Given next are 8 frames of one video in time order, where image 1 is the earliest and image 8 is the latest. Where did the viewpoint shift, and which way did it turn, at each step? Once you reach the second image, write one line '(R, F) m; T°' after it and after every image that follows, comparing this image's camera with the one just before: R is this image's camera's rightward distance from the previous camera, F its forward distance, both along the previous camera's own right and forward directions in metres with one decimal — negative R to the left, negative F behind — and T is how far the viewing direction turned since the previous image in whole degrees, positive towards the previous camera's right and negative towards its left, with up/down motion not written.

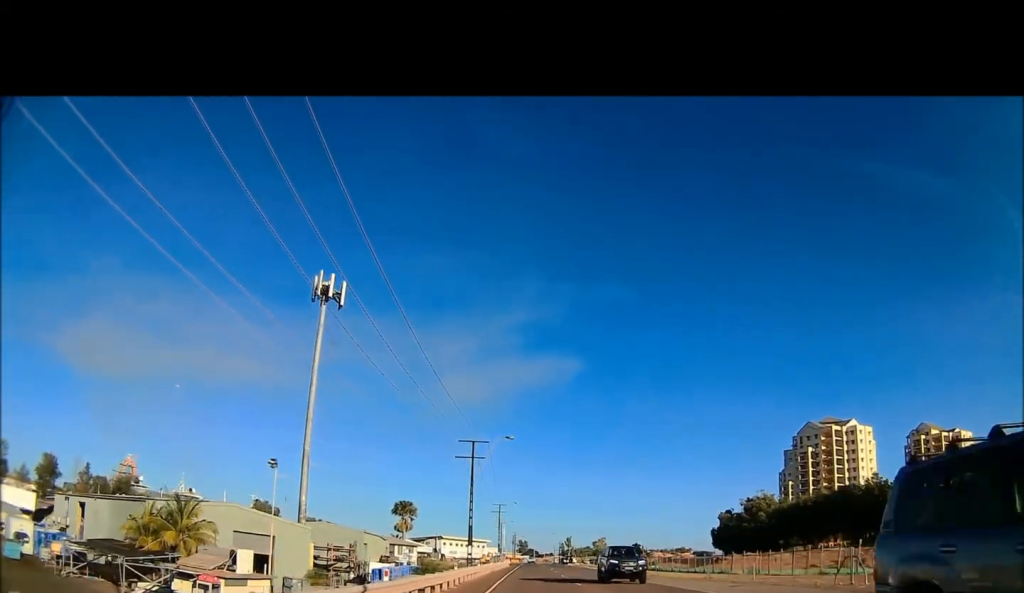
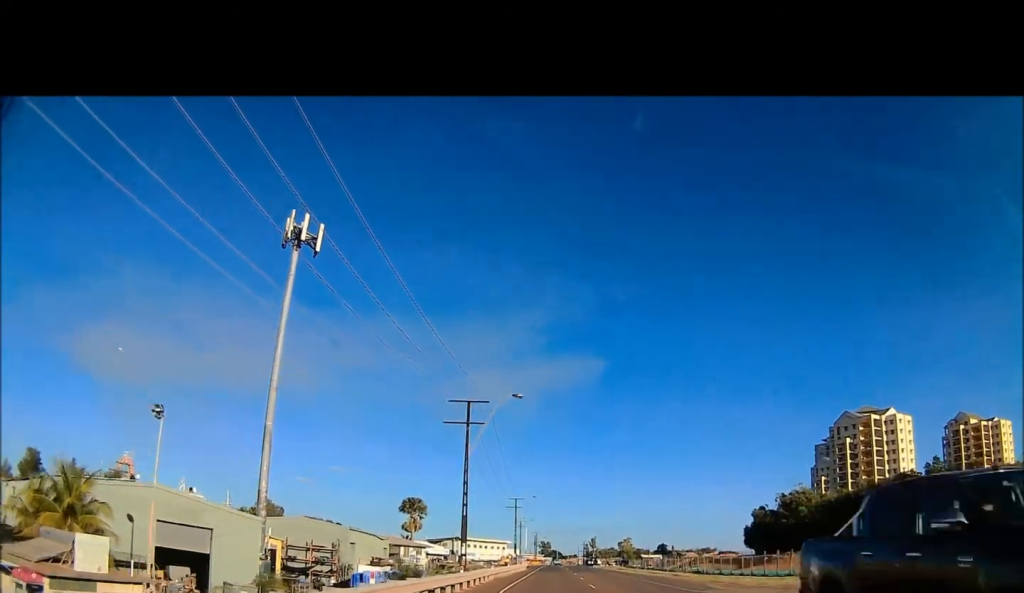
(-0.1, +11.8) m; -1°
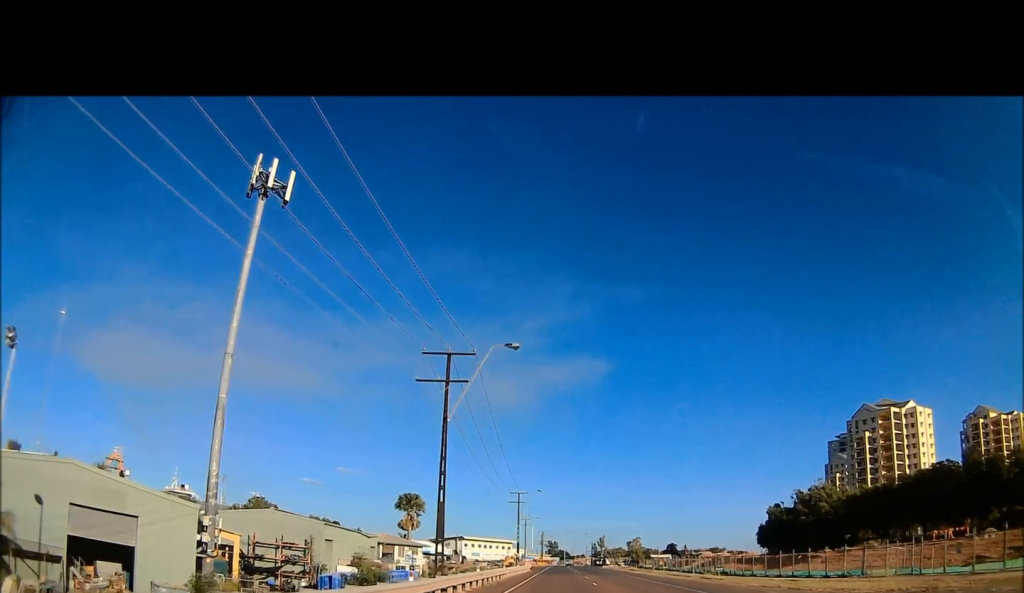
(0.0, +7.8) m; -1°
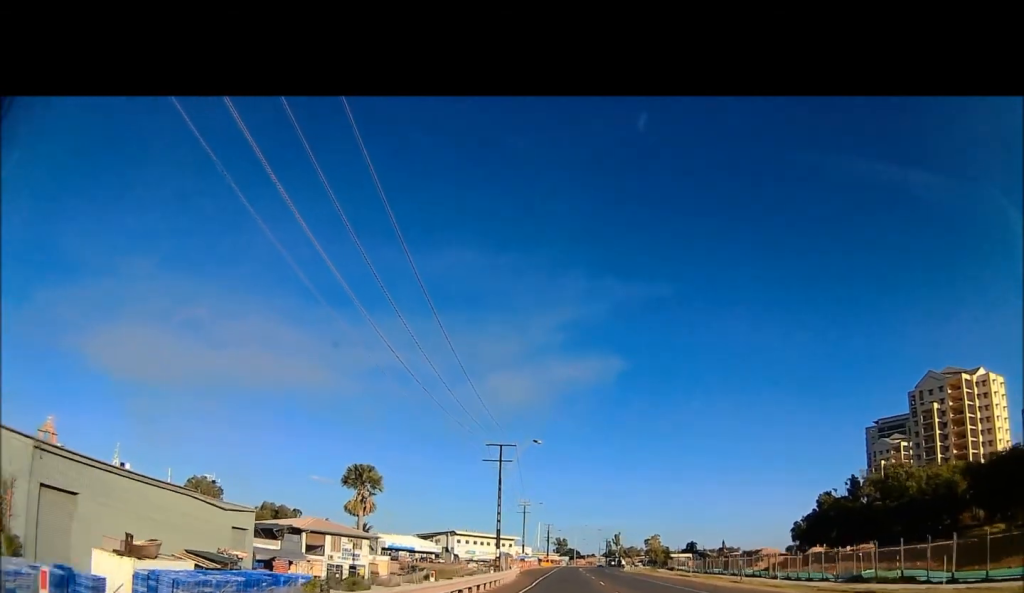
(-0.6, +34.3) m; 0°
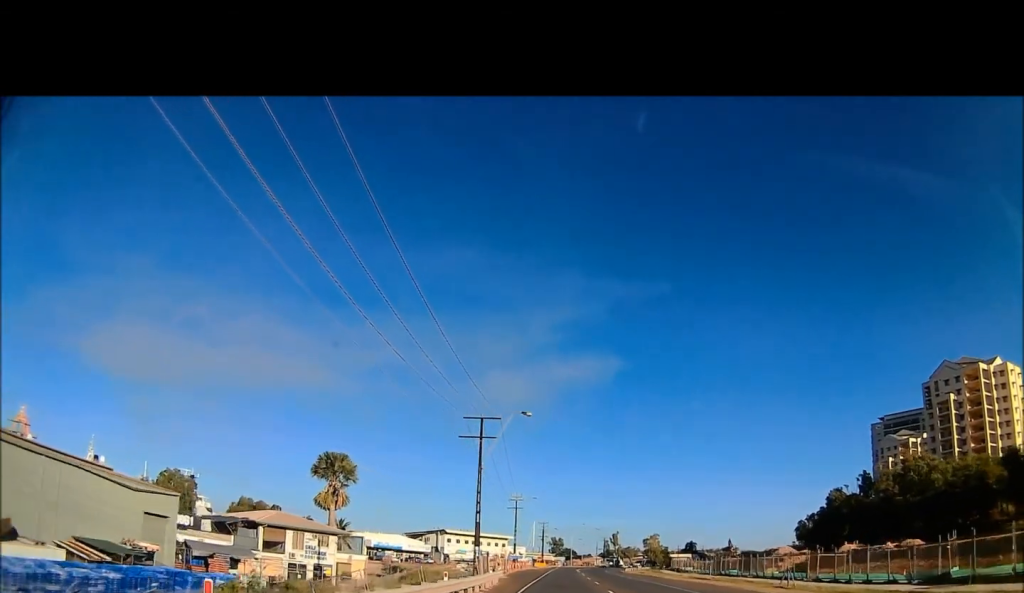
(+0.2, +9.5) m; +1°
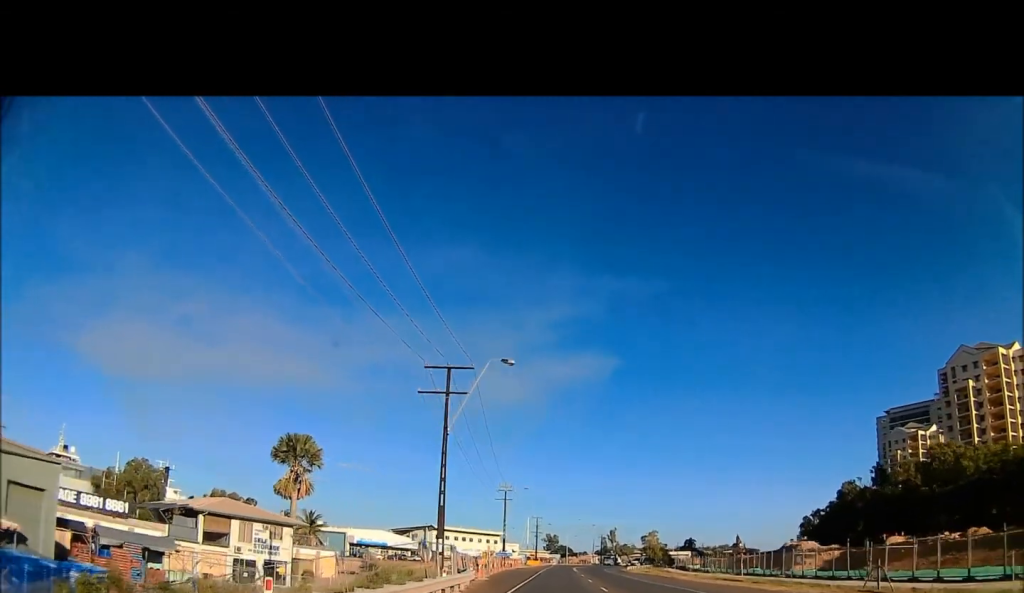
(+0.1, +10.1) m; 0°
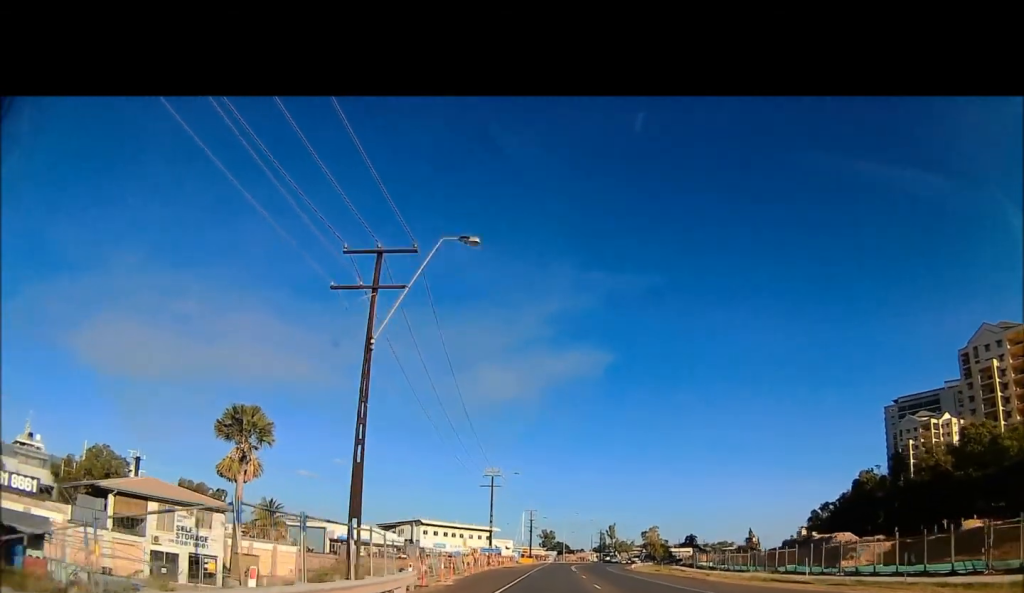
(+0.1, +11.3) m; -1°
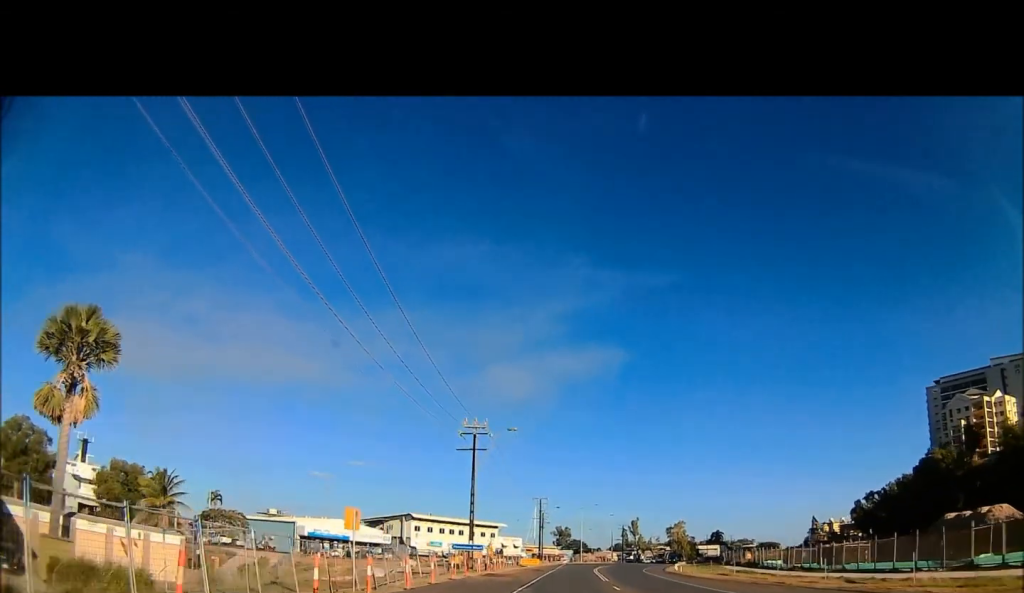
(-0.8, +24.6) m; -3°
